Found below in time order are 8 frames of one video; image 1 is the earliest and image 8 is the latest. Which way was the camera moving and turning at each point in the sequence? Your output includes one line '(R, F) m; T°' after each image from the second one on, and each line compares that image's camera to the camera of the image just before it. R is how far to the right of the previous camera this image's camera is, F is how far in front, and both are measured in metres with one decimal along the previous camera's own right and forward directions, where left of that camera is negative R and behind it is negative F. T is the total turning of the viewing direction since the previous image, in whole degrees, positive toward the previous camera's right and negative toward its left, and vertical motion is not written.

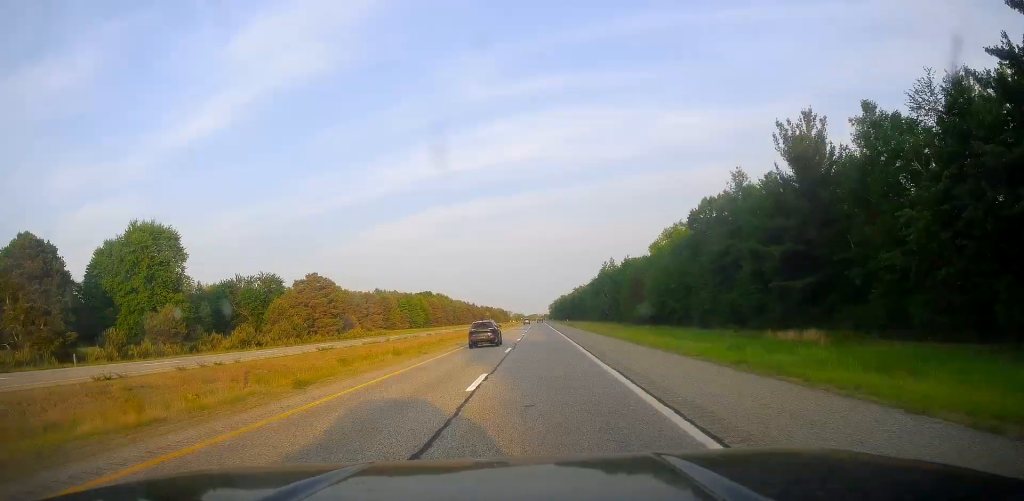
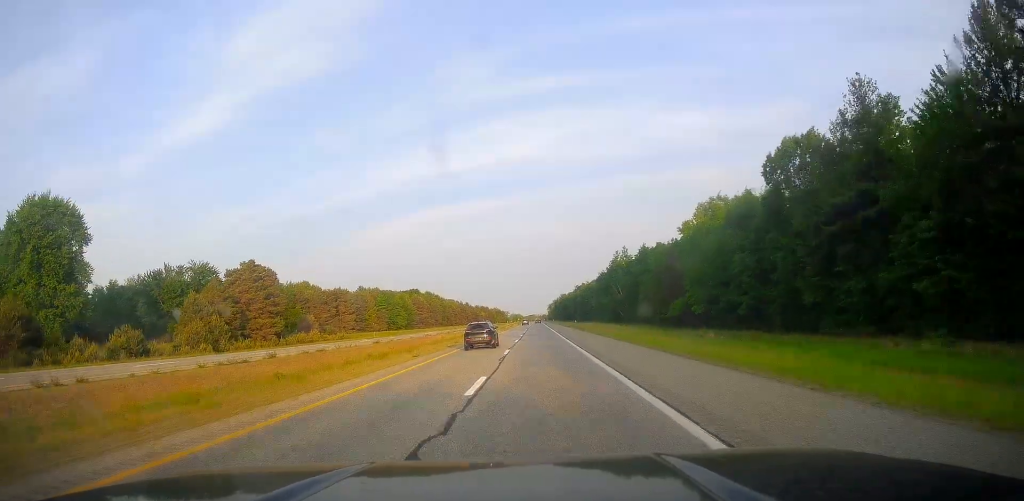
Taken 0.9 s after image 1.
(+0.6, +31.3) m; +1°
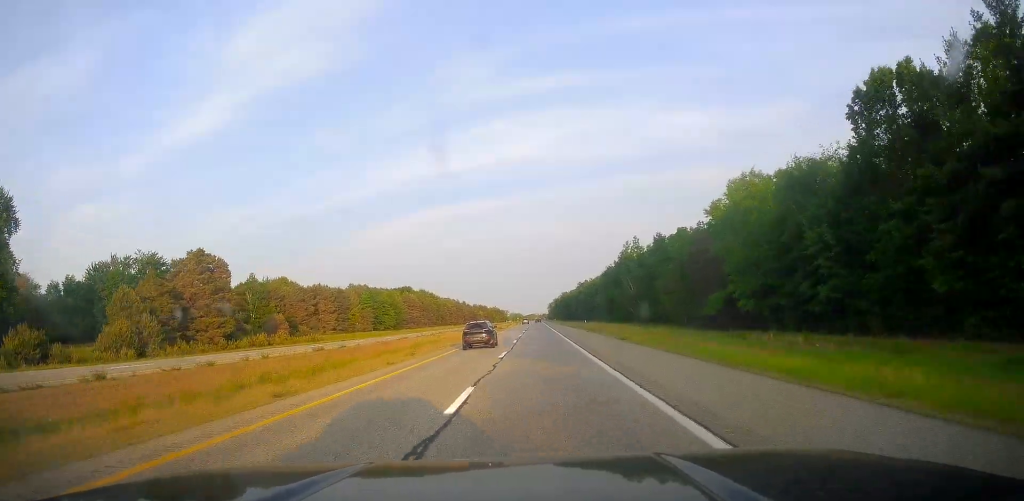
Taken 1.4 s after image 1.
(-0.1, +18.0) m; 0°
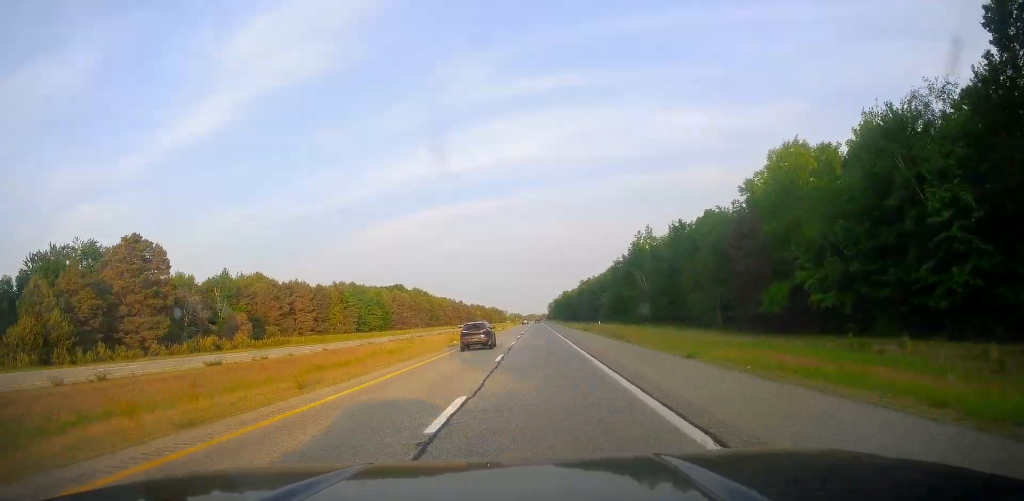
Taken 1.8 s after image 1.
(0.0, +16.8) m; -1°
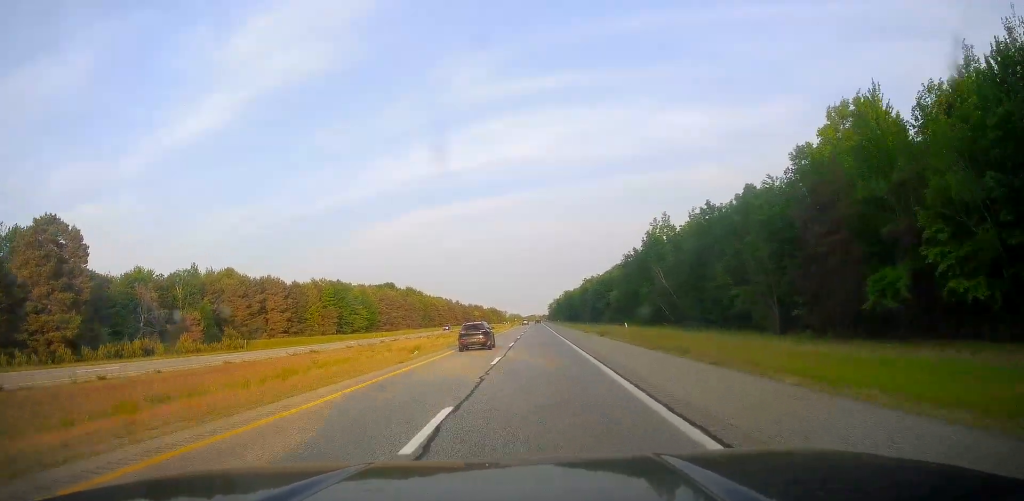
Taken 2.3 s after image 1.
(-0.1, +16.8) m; 0°
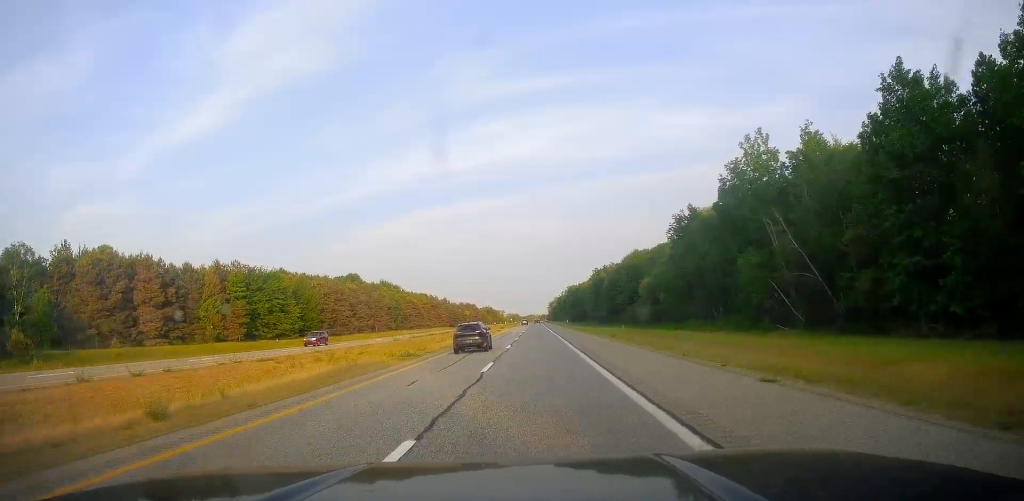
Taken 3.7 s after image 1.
(0.0, +49.2) m; 0°
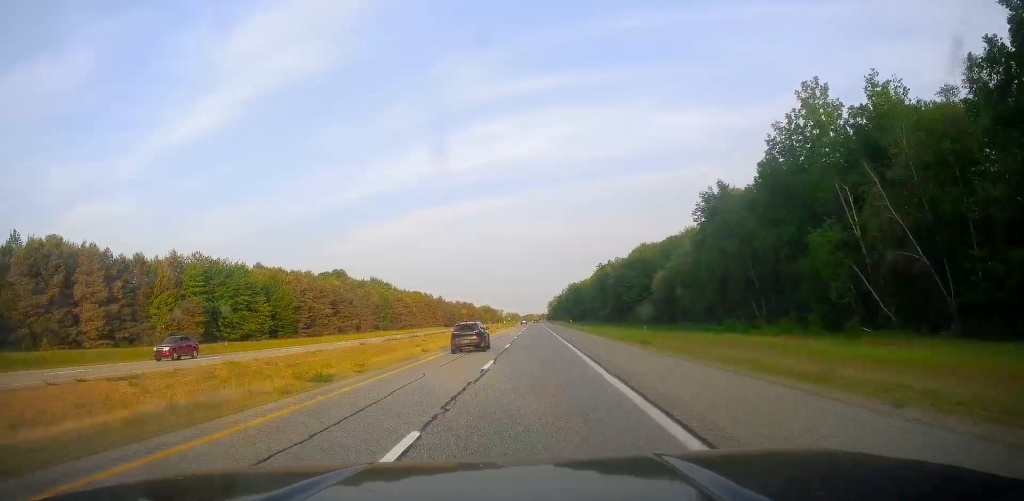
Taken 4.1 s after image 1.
(+0.1, +14.4) m; 0°
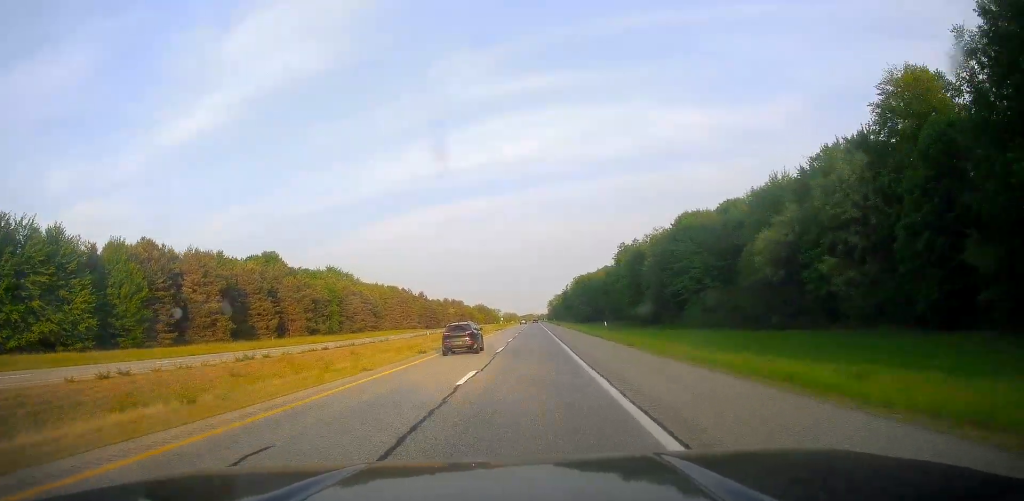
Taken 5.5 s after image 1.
(0.0, +50.3) m; 0°
